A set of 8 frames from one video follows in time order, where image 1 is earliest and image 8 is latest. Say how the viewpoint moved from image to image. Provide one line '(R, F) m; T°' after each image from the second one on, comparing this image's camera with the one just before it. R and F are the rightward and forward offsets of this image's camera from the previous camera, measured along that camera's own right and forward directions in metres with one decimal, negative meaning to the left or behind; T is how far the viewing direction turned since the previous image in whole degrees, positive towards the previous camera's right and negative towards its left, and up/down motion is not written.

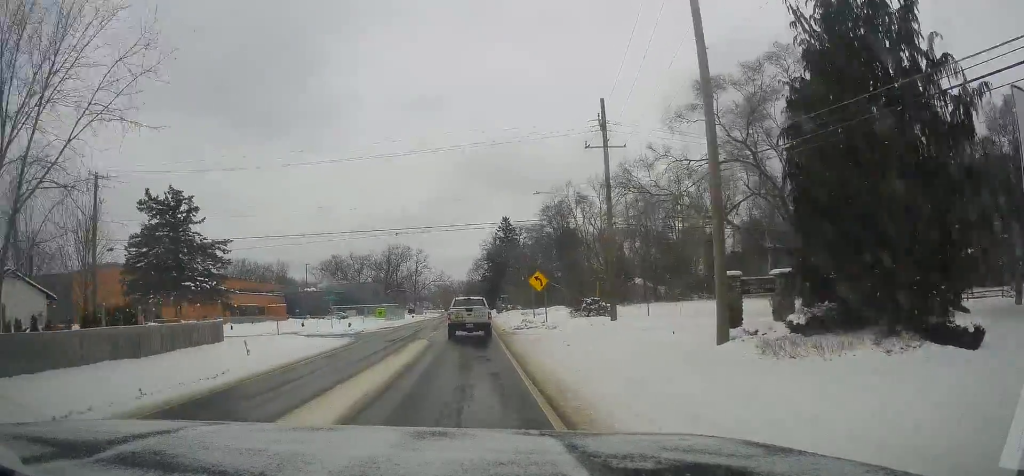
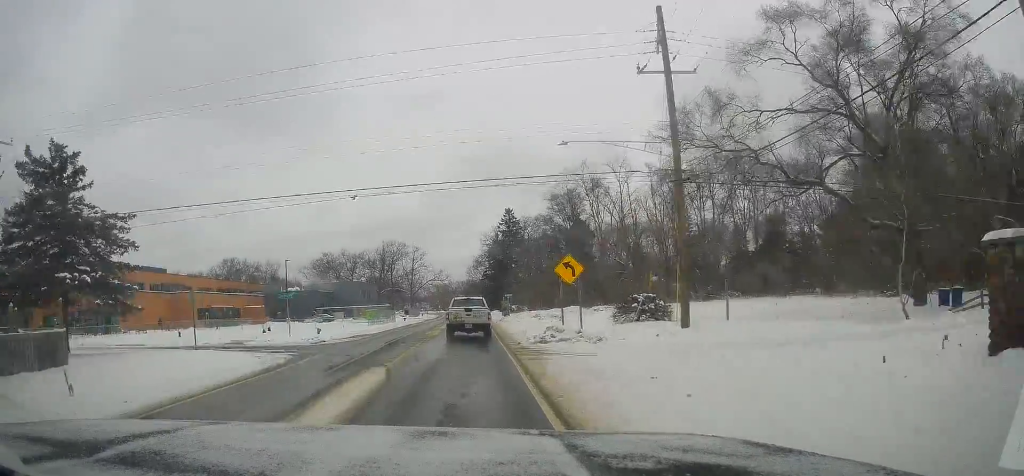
(+0.2, +12.2) m; 0°
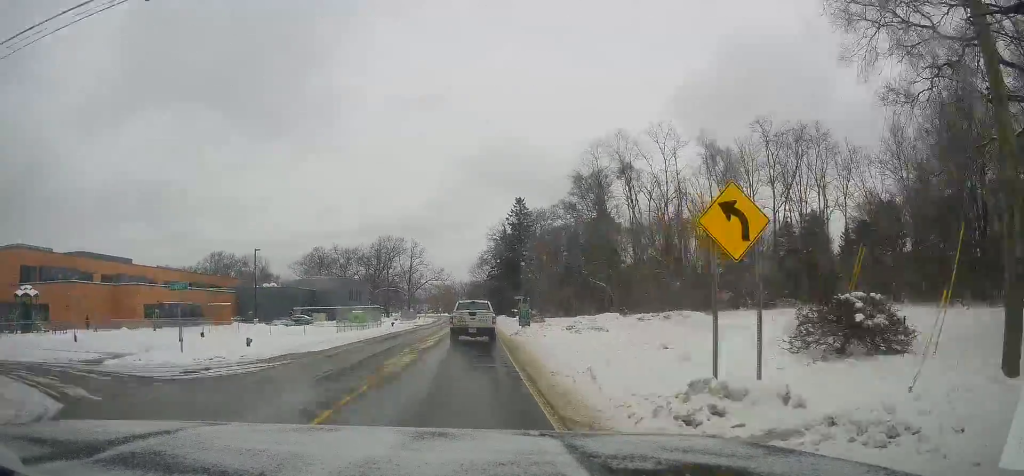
(0.0, +16.0) m; +1°
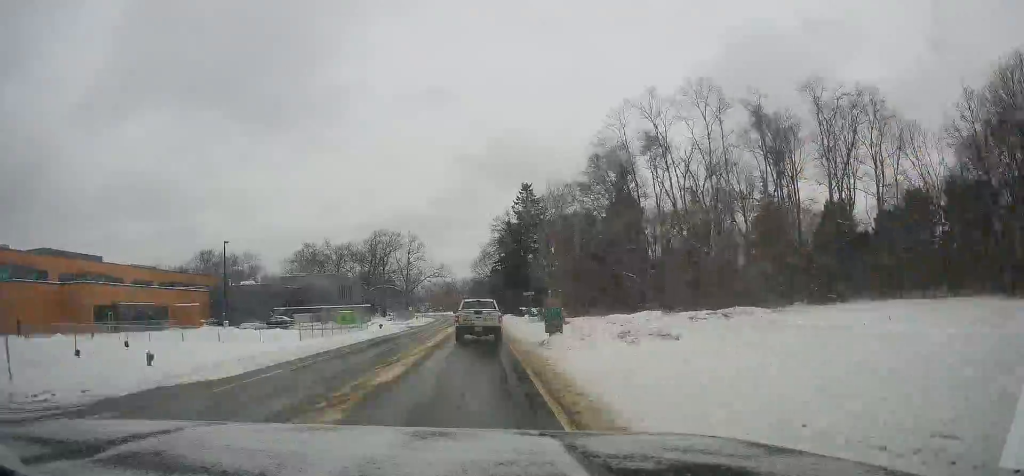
(-0.1, +11.1) m; +1°
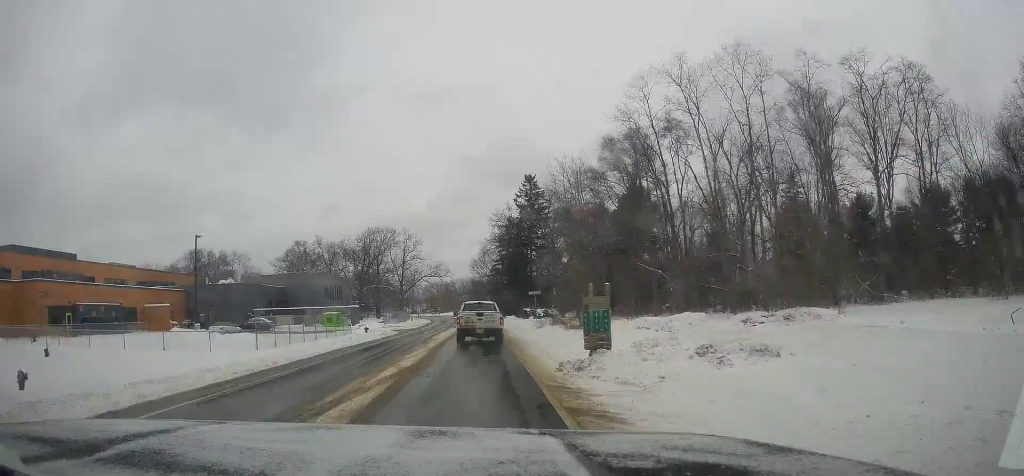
(+0.3, +7.5) m; 0°
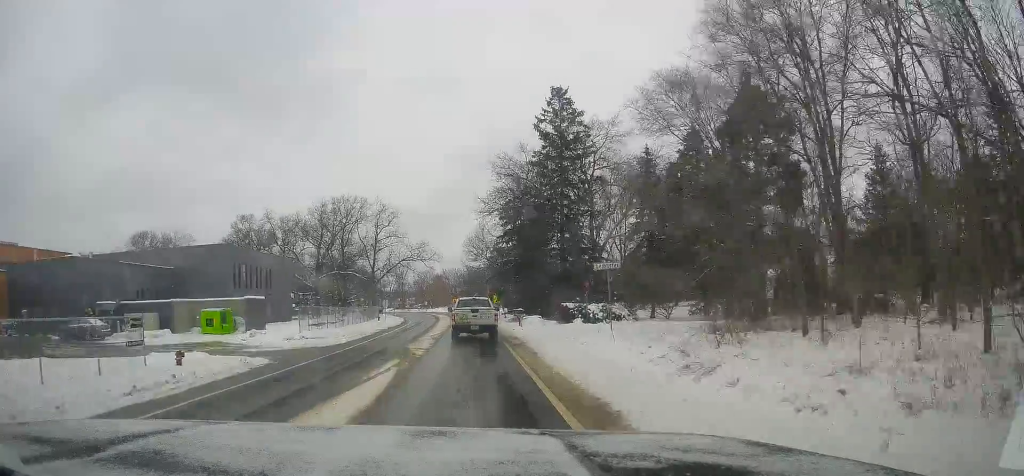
(-0.3, +33.7) m; -2°
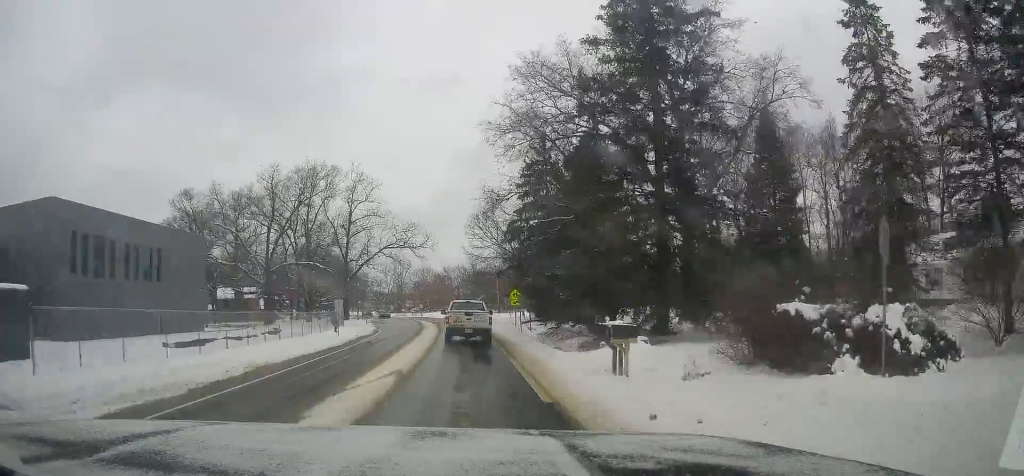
(-0.6, +25.5) m; -1°
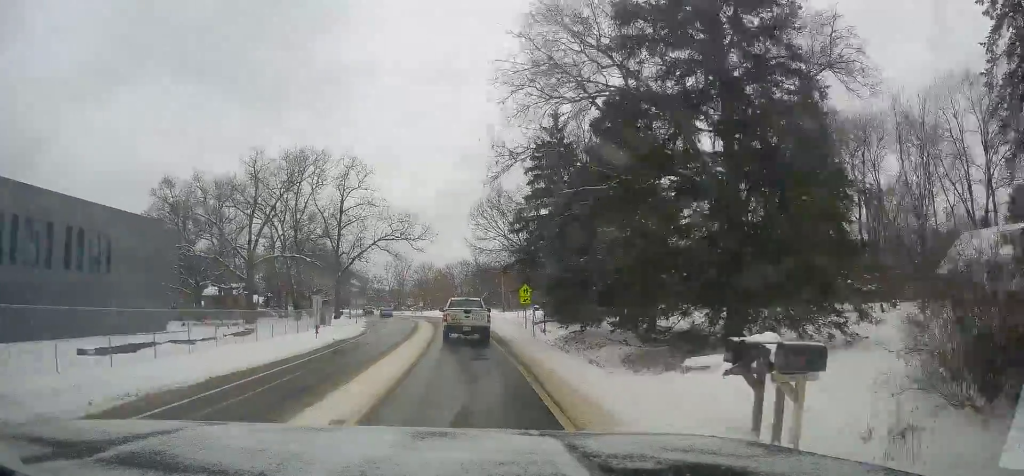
(0.0, +6.7) m; +1°
